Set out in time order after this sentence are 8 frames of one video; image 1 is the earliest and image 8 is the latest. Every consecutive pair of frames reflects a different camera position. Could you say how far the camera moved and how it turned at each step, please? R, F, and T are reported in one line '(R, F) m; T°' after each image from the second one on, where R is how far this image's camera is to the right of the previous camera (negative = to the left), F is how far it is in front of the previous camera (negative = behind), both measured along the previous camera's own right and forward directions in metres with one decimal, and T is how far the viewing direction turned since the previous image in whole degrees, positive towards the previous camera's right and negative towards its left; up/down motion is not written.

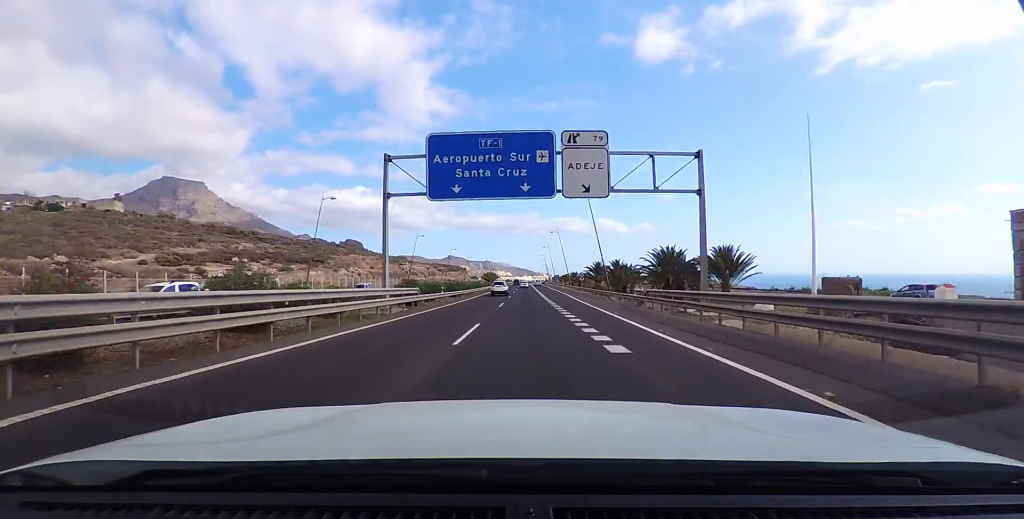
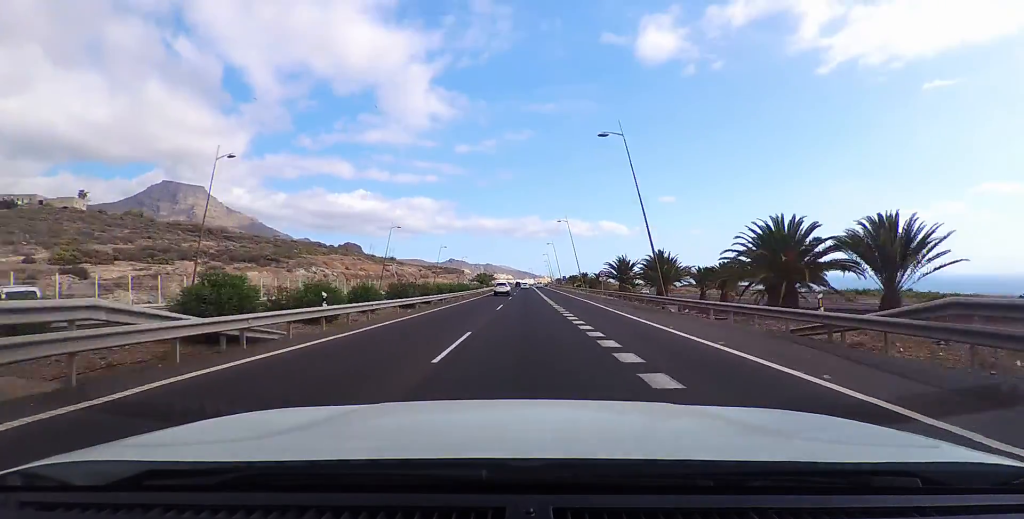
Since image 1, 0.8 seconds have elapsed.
(+0.5, +19.7) m; 0°
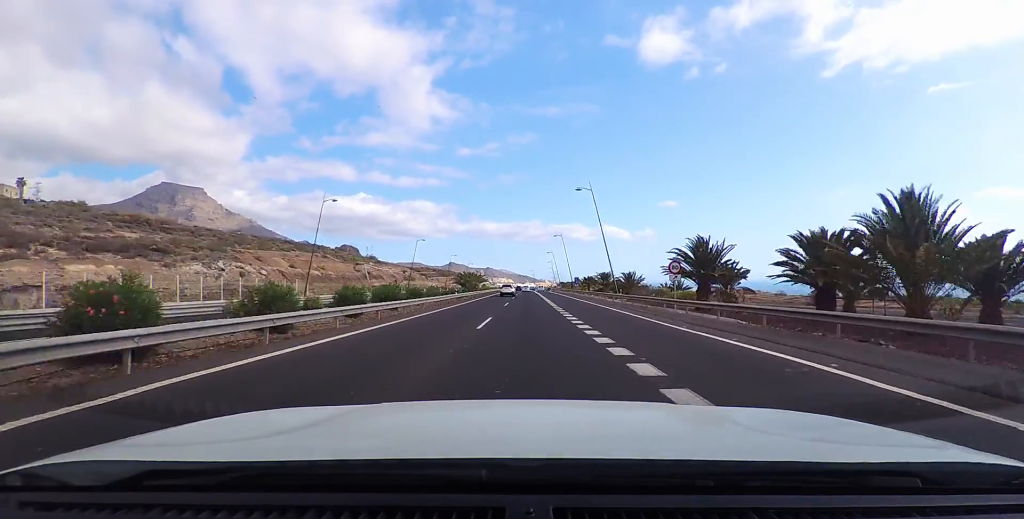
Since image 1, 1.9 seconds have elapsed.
(-0.5, +27.4) m; 0°
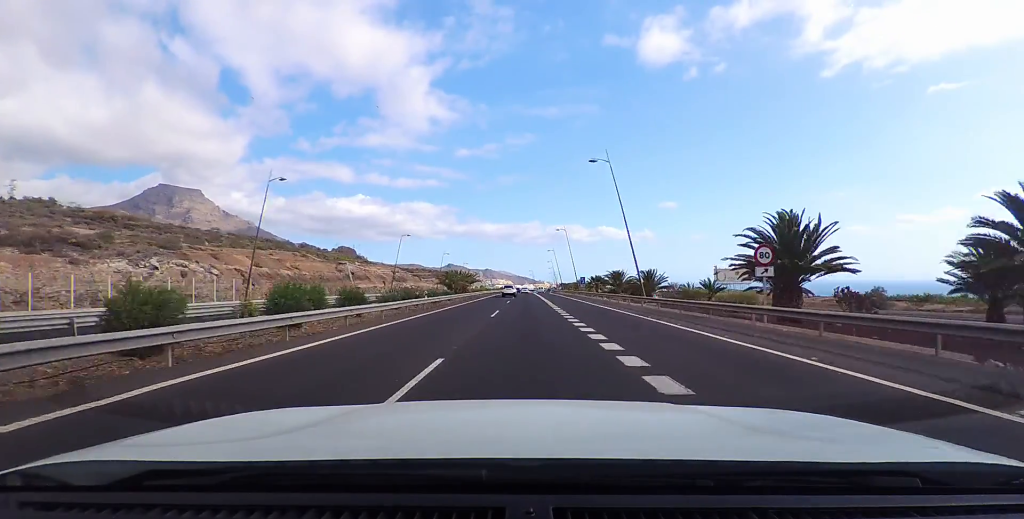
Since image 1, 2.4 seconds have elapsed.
(+0.4, +11.2) m; 0°
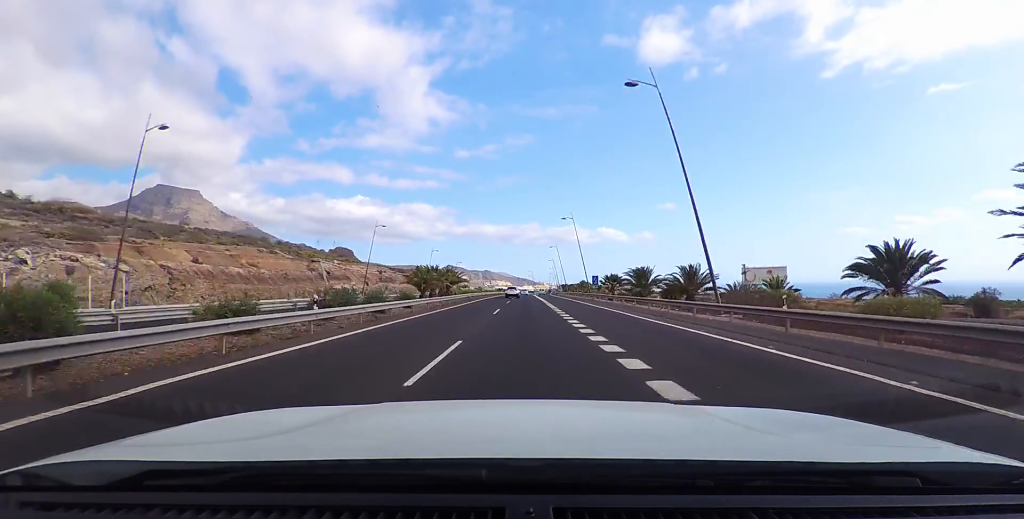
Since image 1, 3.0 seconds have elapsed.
(0.0, +14.3) m; -1°
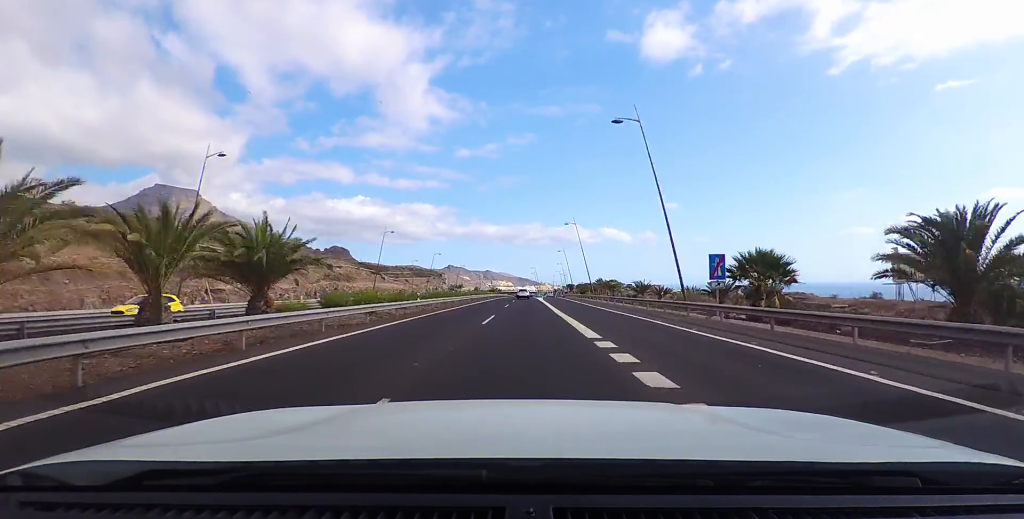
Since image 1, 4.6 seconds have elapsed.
(-1.3, +39.3) m; -1°
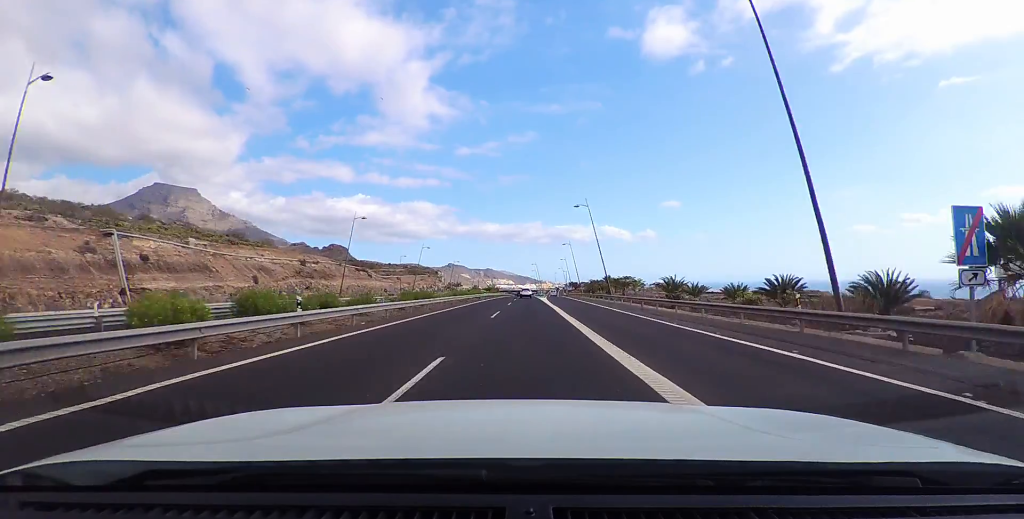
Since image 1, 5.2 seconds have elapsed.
(+0.4, +13.9) m; +1°
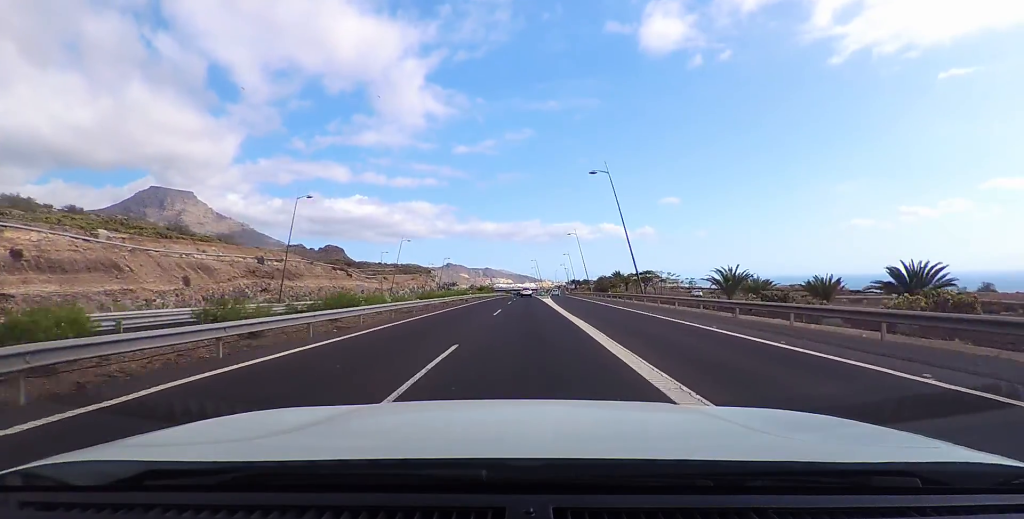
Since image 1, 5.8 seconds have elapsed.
(+0.2, +15.5) m; +1°
